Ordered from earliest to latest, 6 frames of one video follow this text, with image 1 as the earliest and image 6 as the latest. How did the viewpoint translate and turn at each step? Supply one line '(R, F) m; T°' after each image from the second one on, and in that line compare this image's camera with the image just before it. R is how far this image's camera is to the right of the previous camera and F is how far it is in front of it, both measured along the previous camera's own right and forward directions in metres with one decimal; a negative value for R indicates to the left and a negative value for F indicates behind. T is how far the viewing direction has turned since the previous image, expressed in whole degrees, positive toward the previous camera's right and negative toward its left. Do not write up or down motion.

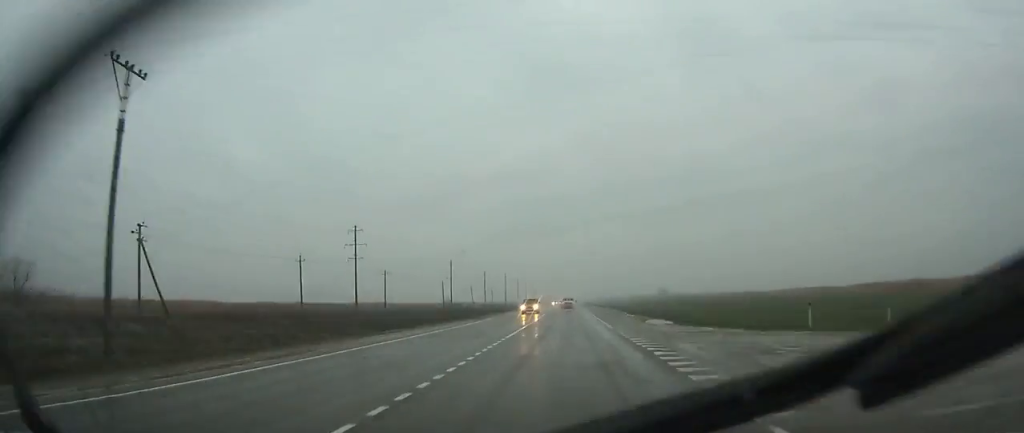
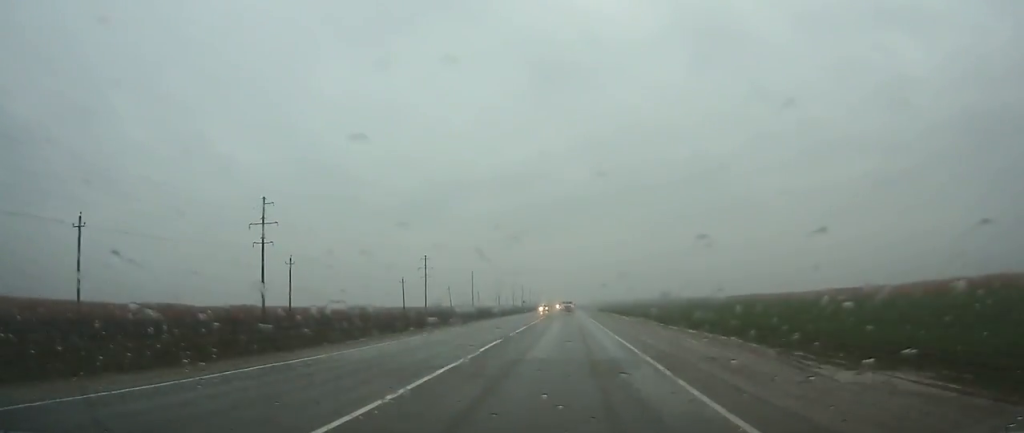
(-0.1, +40.9) m; 0°
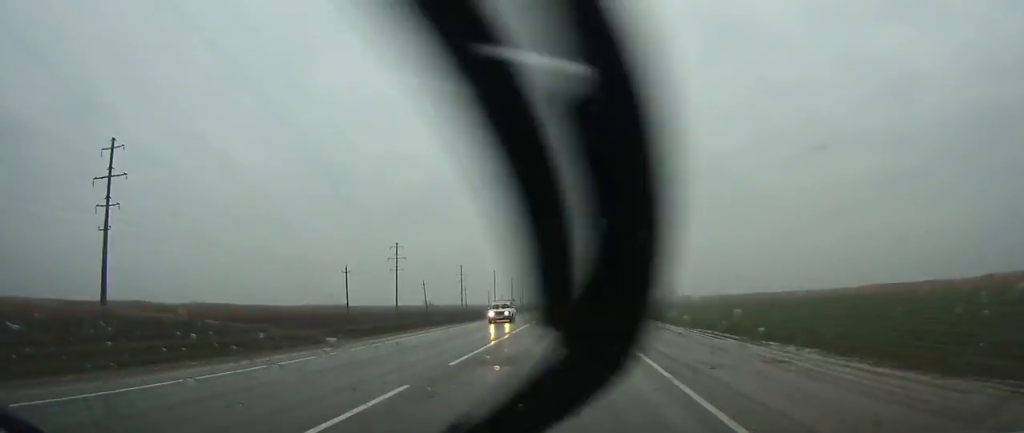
(-0.1, +35.2) m; 0°
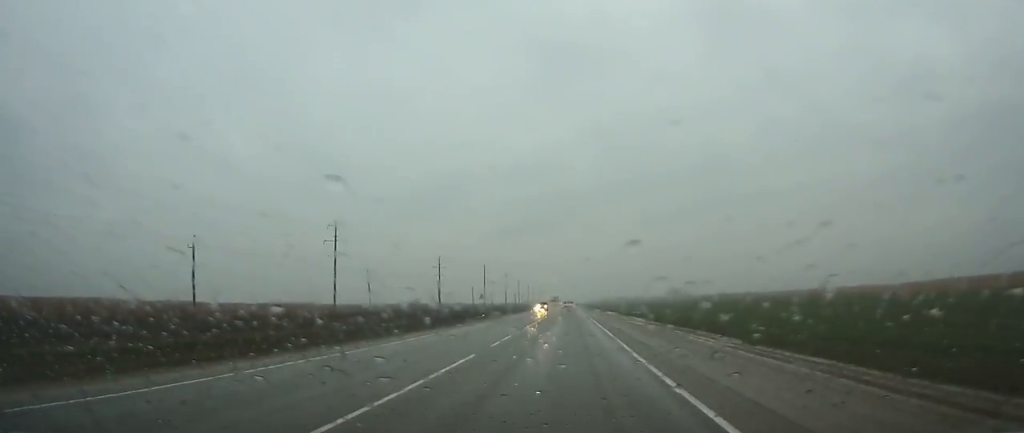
(+0.2, +42.3) m; 0°
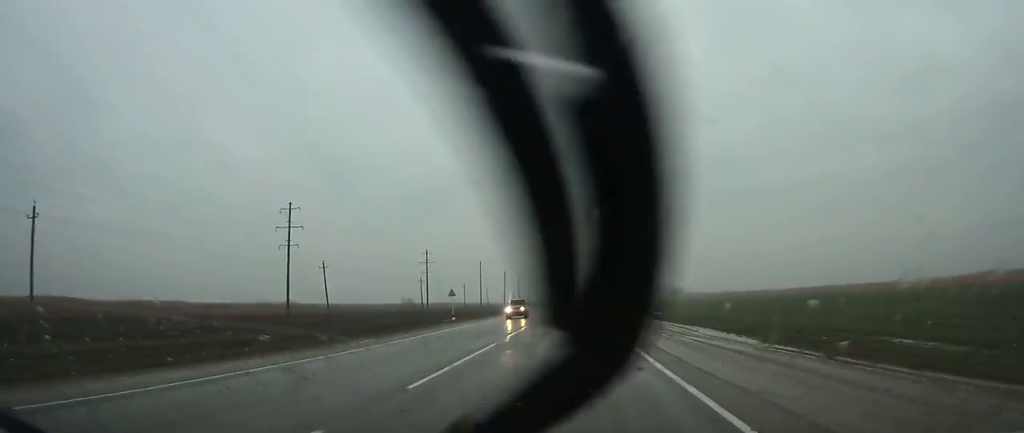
(0.0, +21.2) m; 0°
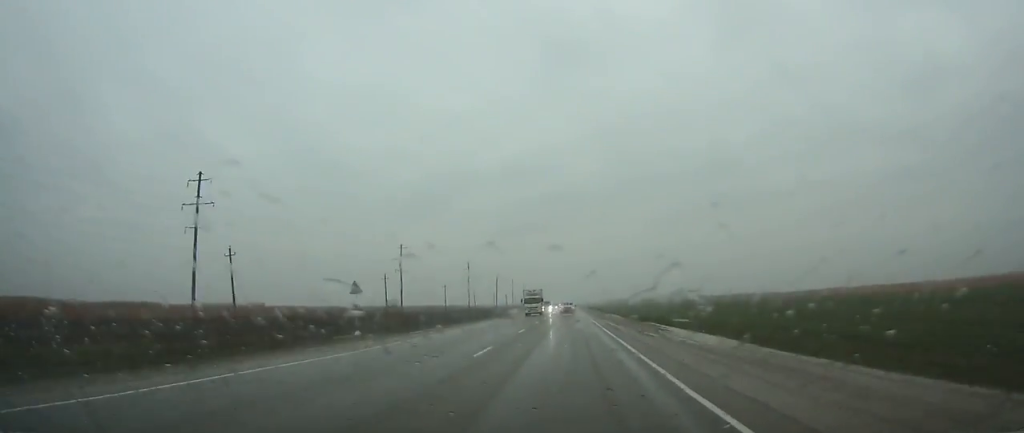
(0.0, +25.5) m; 0°
